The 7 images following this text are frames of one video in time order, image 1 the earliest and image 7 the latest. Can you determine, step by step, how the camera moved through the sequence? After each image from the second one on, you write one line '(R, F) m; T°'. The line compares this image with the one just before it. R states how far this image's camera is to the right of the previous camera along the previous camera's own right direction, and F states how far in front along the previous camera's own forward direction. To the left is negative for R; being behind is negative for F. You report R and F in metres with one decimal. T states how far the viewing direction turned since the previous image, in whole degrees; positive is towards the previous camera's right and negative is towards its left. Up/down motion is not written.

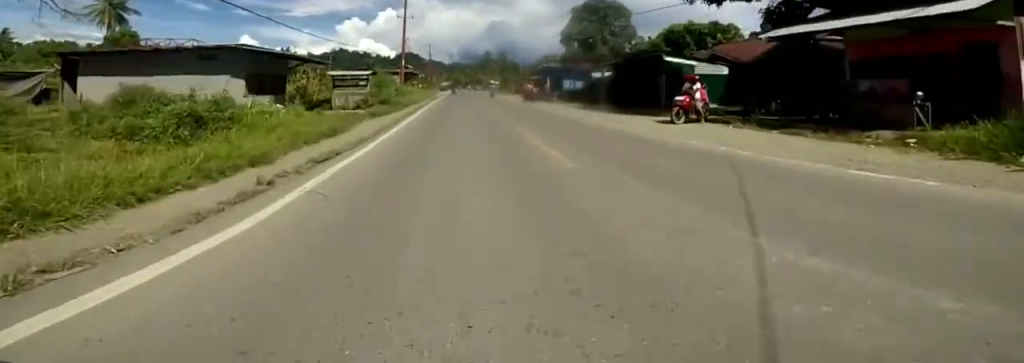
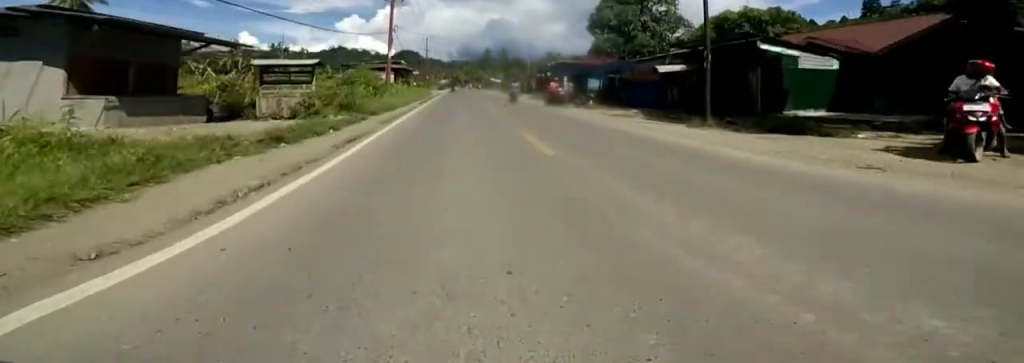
(0.0, +6.7) m; 0°
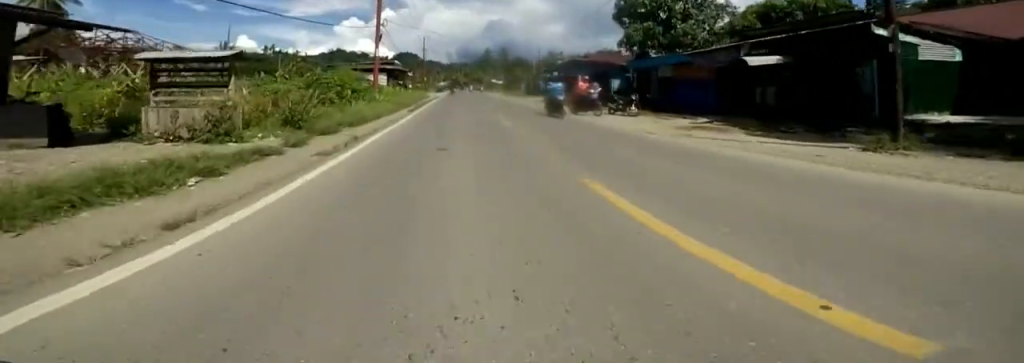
(0.0, +4.3) m; 0°
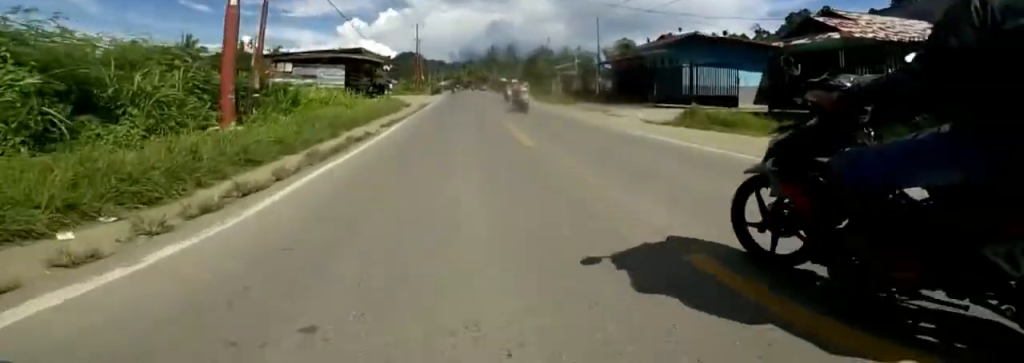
(+0.5, +17.3) m; +8°
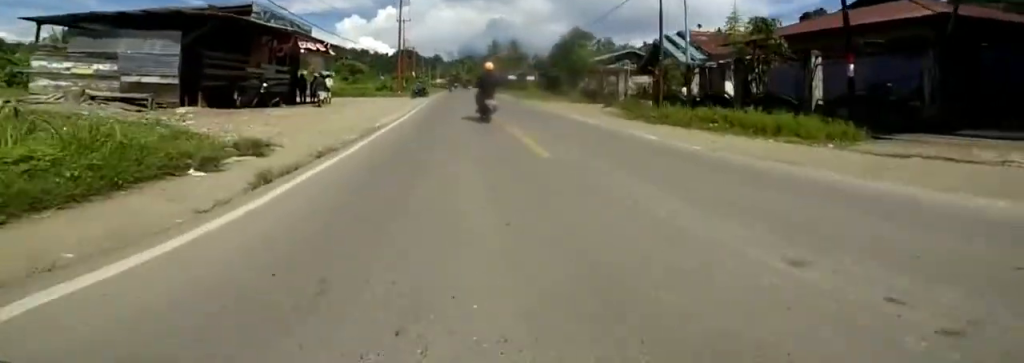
(0.0, +16.7) m; -4°
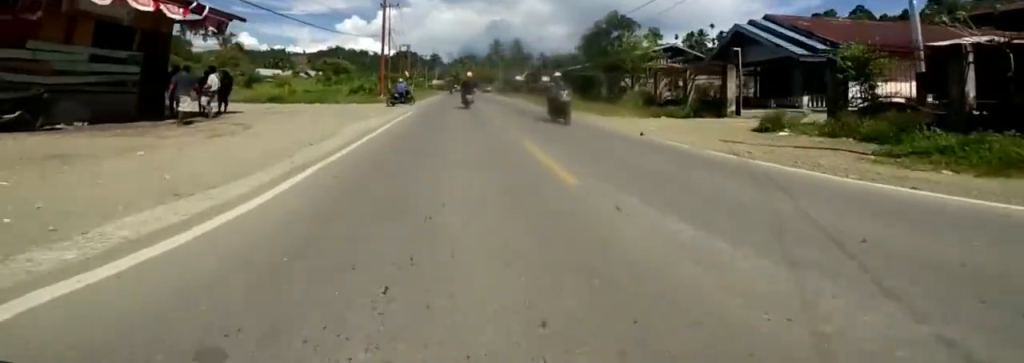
(+0.3, +9.0) m; -1°
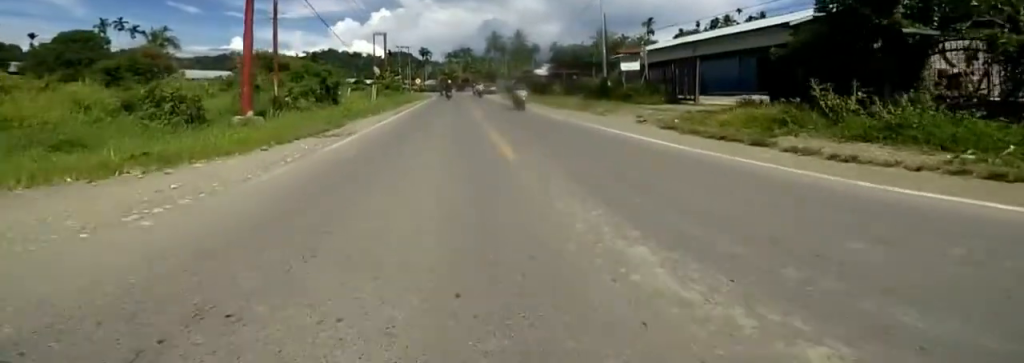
(-0.5, +21.4) m; +5°
